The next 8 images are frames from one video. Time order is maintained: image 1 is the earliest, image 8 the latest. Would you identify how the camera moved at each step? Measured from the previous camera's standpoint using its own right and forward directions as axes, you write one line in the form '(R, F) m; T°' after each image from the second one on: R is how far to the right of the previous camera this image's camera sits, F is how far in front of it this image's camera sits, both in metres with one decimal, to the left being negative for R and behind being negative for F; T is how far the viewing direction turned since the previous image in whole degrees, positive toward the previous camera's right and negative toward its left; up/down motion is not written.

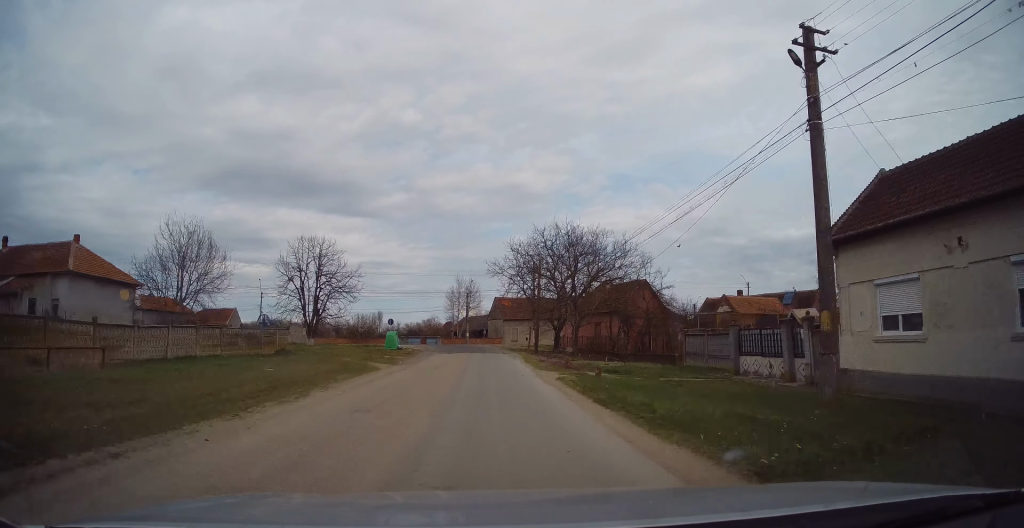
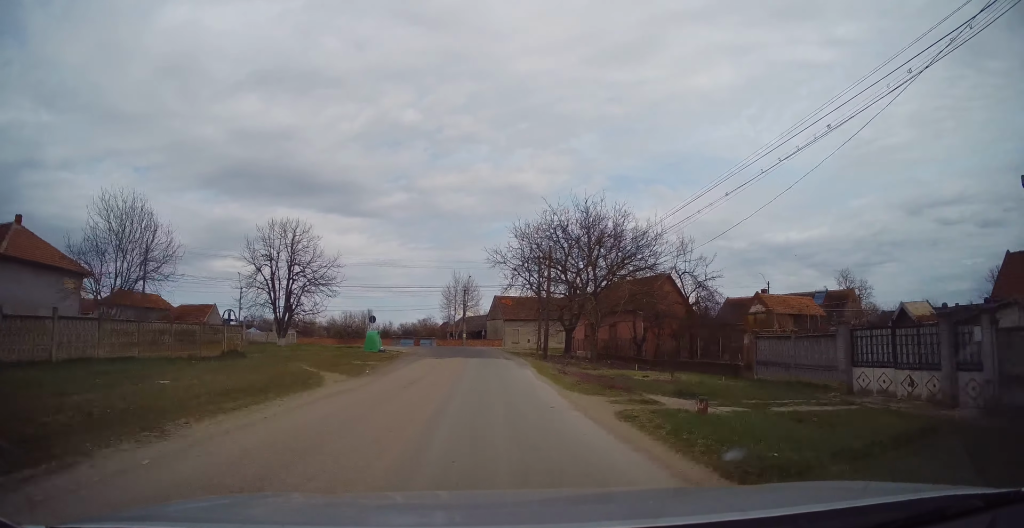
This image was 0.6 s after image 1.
(+0.2, +7.3) m; +1°
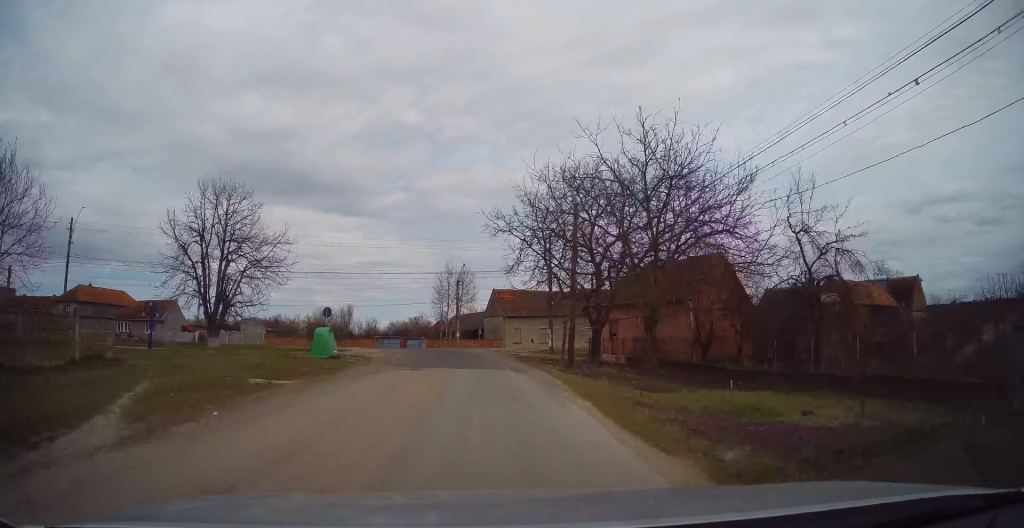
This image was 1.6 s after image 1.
(+0.1, +11.1) m; -2°
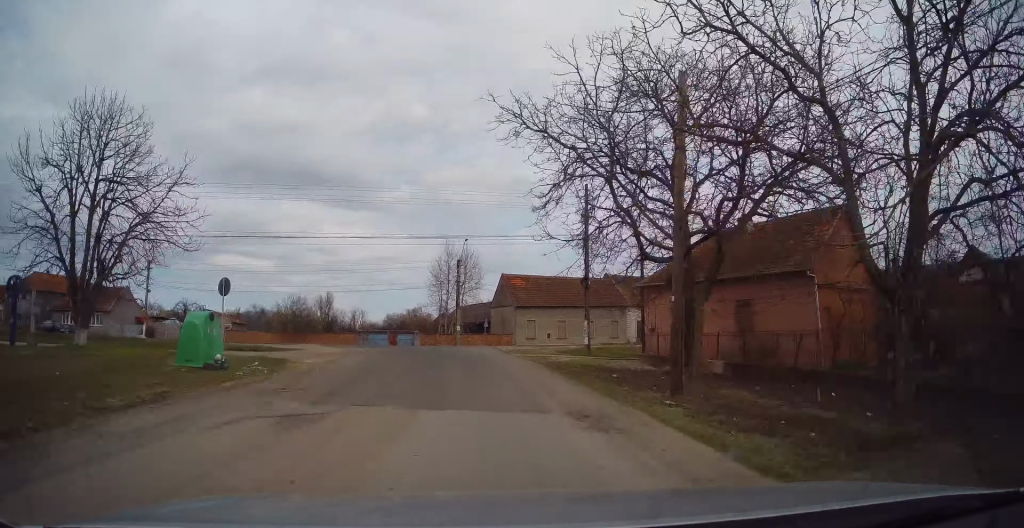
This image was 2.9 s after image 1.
(-0.3, +13.2) m; -1°
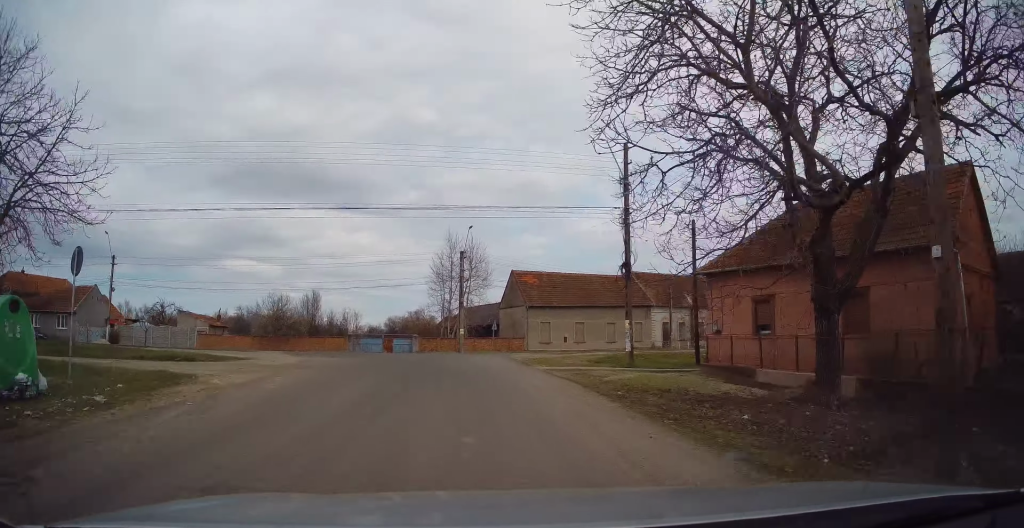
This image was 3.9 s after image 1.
(-0.1, +8.8) m; -3°
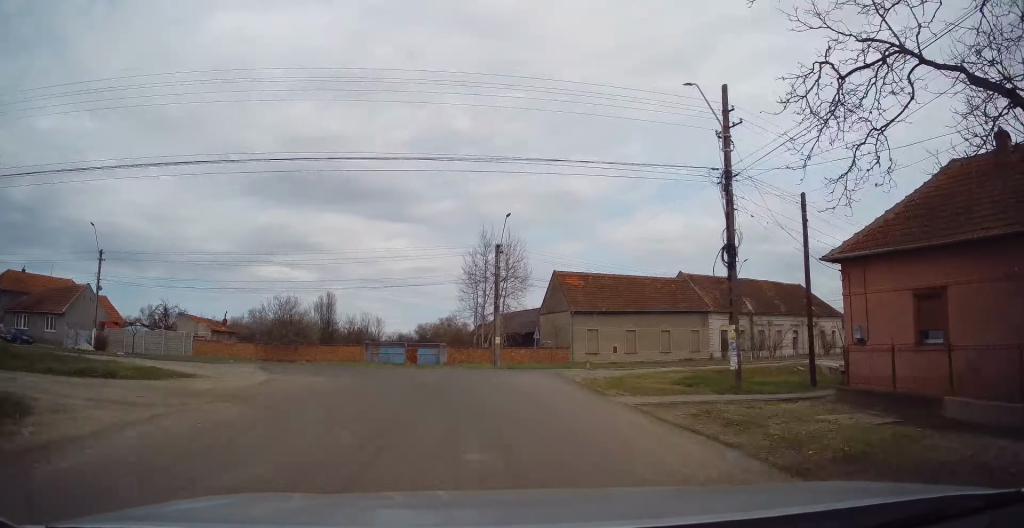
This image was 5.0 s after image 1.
(-0.3, +8.0) m; -1°
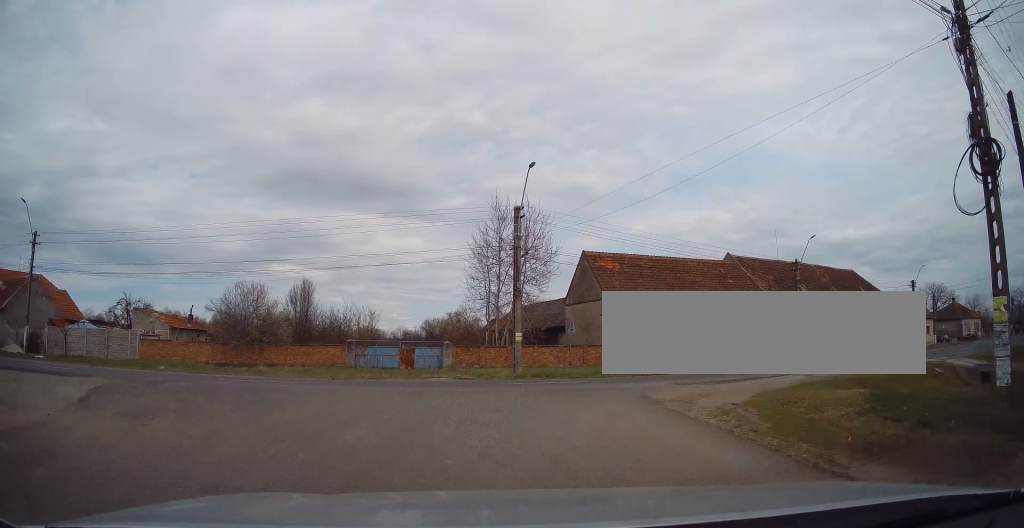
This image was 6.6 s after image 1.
(+0.1, +9.4) m; 0°
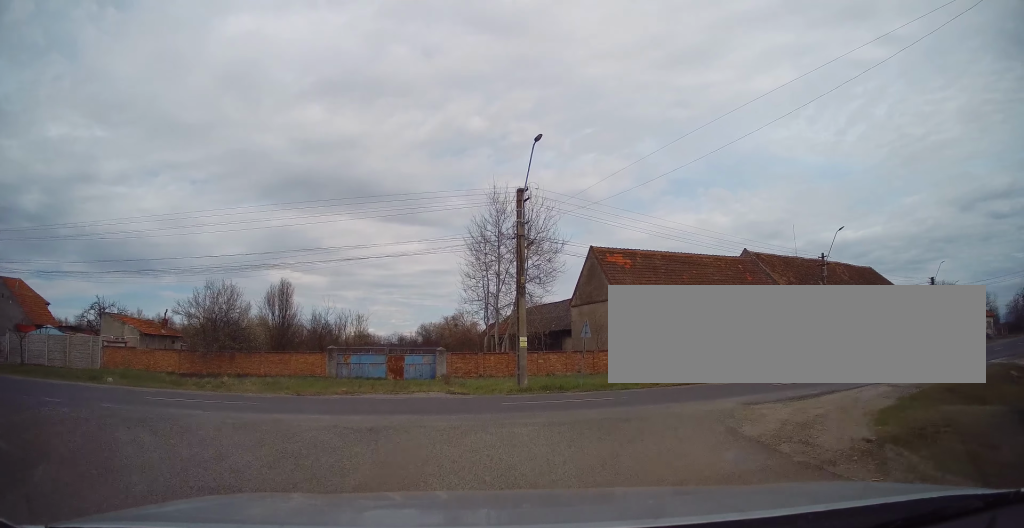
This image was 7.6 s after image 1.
(-0.1, +4.2) m; 0°
